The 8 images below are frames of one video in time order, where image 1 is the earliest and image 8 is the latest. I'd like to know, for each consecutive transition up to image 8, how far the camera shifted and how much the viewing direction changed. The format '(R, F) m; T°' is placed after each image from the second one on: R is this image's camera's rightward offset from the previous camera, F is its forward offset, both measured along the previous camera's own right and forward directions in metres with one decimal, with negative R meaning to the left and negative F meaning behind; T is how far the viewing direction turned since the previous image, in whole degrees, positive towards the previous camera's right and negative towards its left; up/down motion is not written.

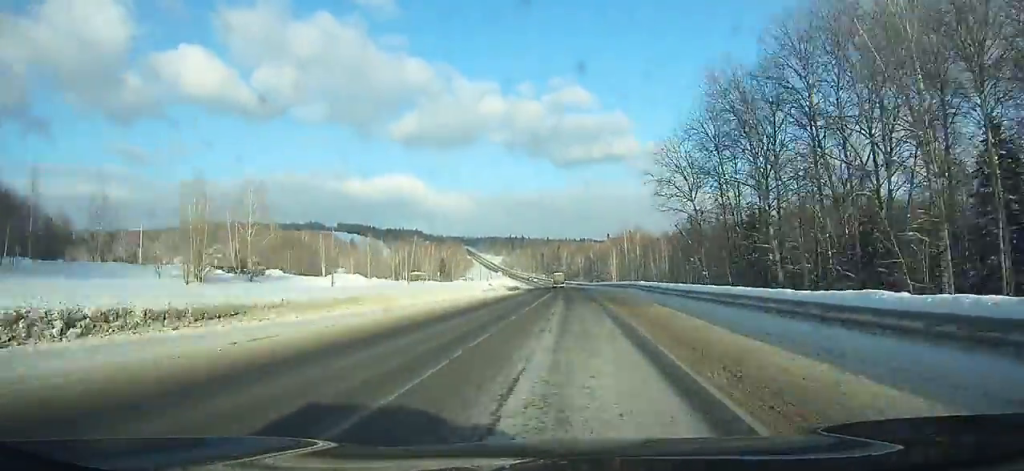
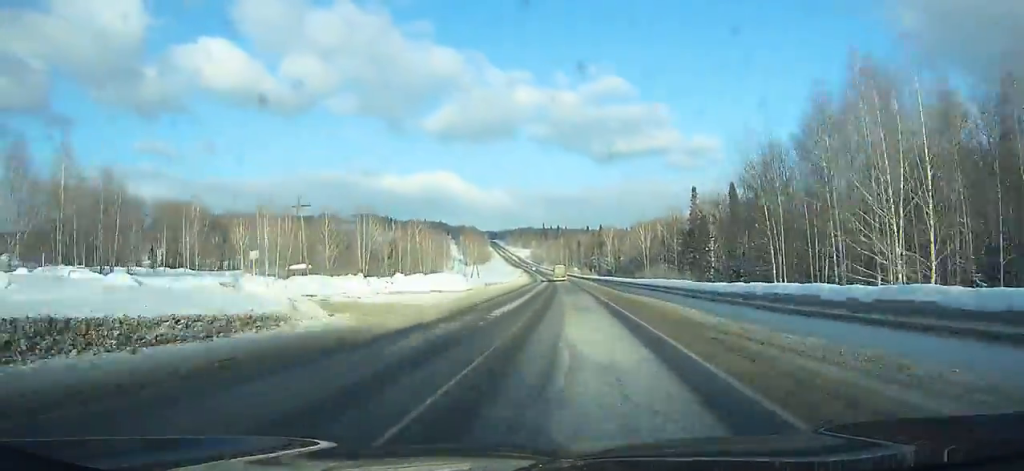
(-3.3, +123.9) m; -3°
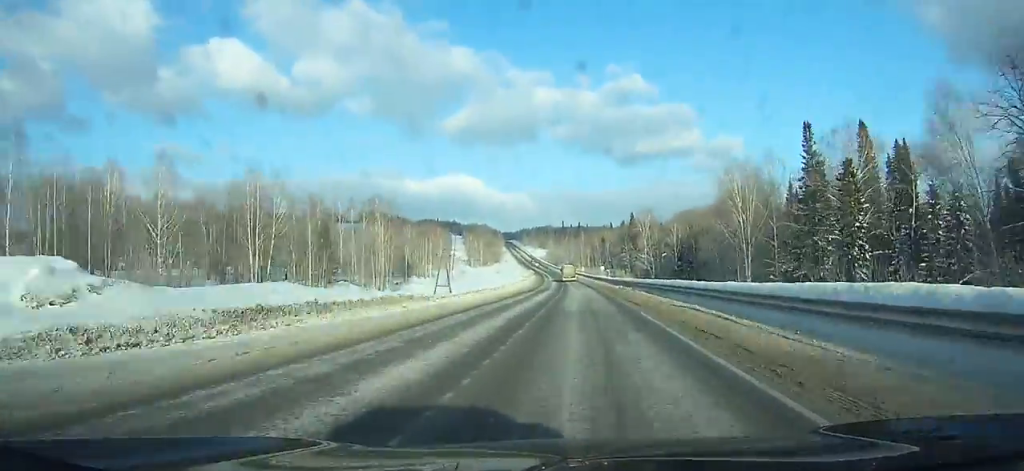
(-0.7, +57.4) m; -1°
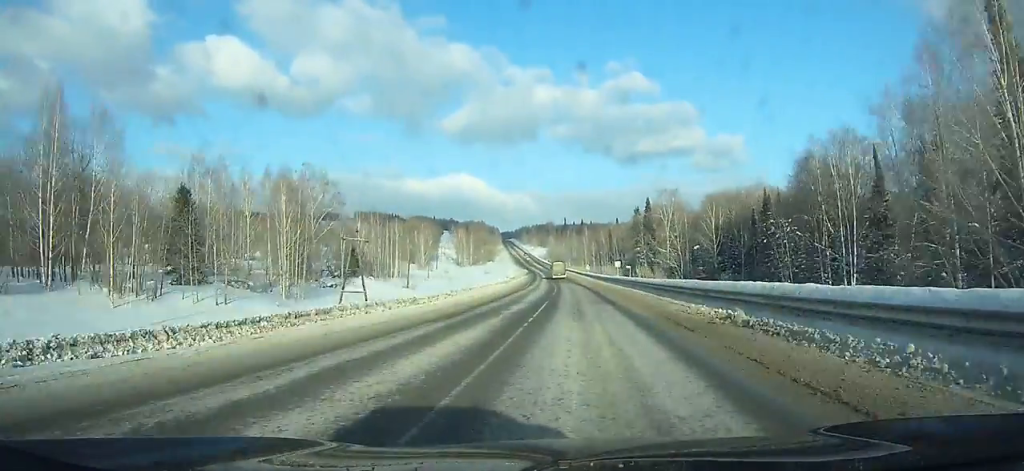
(-0.4, +38.7) m; -1°
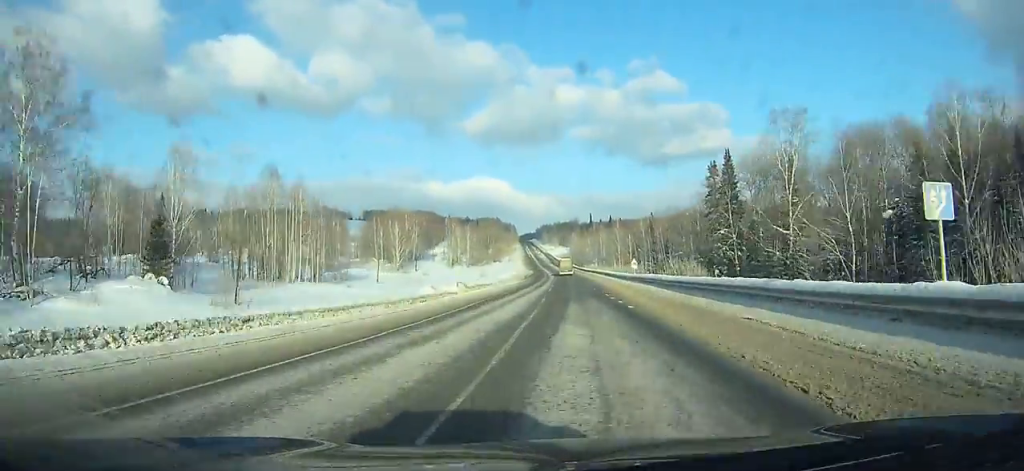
(-1.2, +67.9) m; -2°
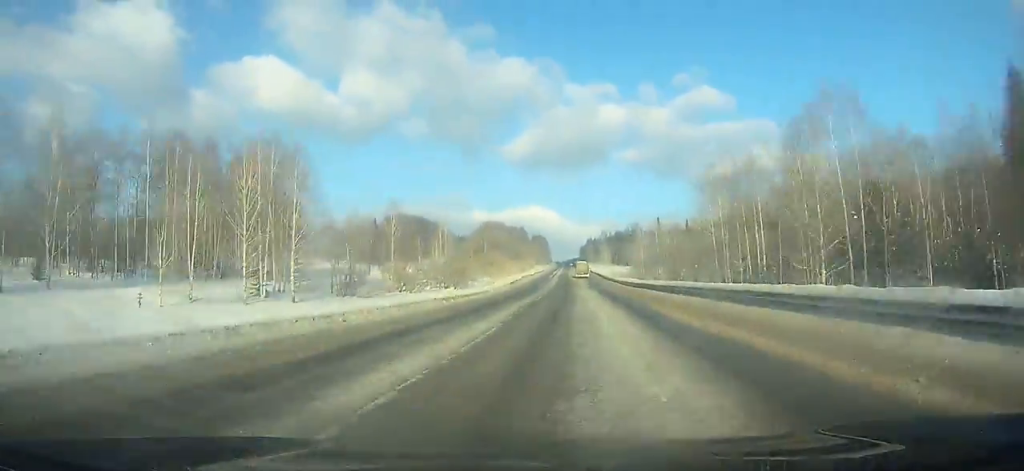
(-7.4, +164.5) m; -5°
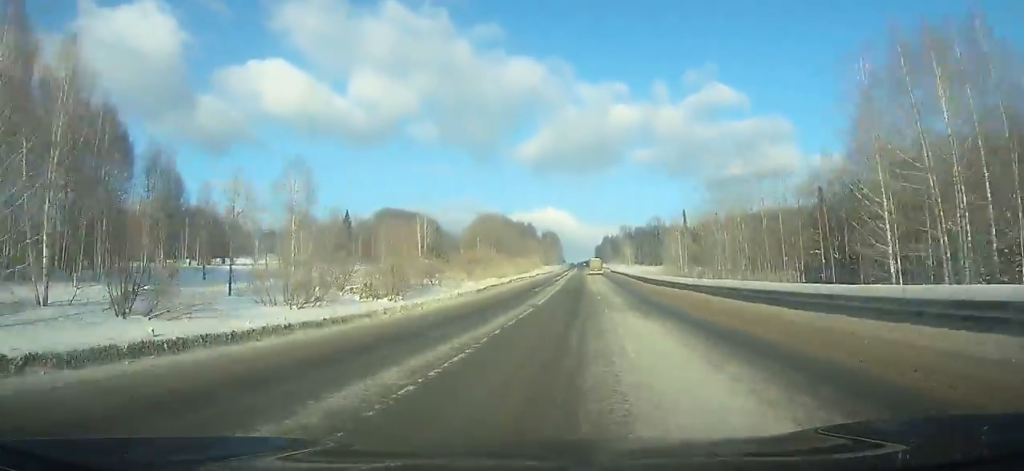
(-0.4, +40.1) m; -1°
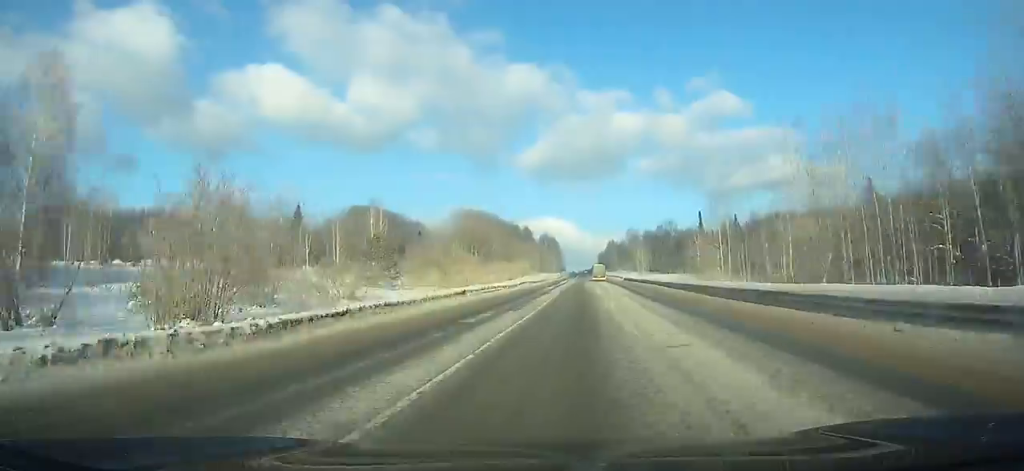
(-0.5, +35.3) m; 0°
